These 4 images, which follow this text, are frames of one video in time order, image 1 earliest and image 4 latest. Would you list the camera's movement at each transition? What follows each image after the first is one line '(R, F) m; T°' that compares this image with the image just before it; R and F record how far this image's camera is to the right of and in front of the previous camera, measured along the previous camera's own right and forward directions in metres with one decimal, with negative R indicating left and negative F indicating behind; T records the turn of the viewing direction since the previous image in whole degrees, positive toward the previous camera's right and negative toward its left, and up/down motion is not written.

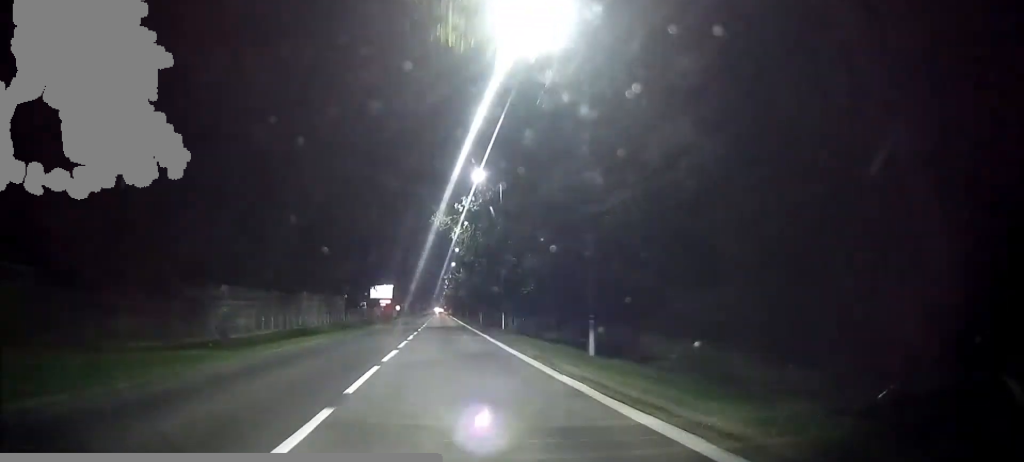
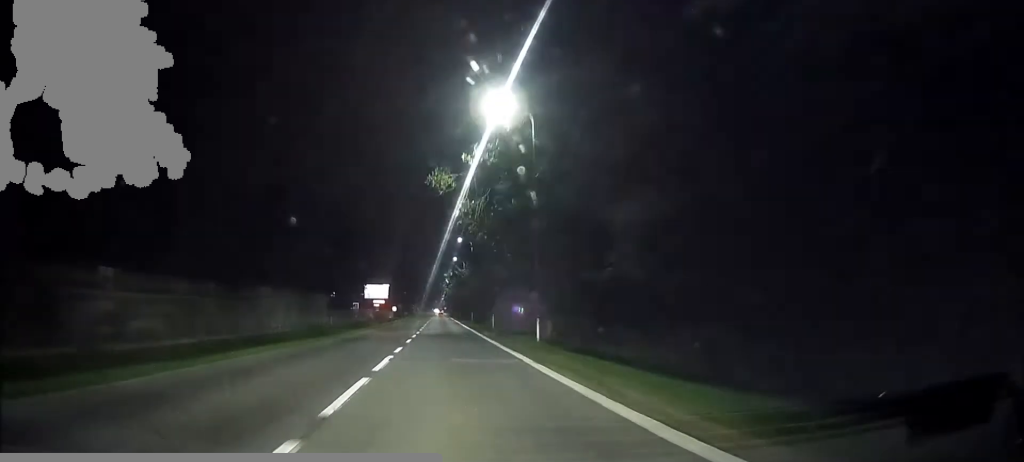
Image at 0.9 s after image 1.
(0.0, +13.9) m; 0°
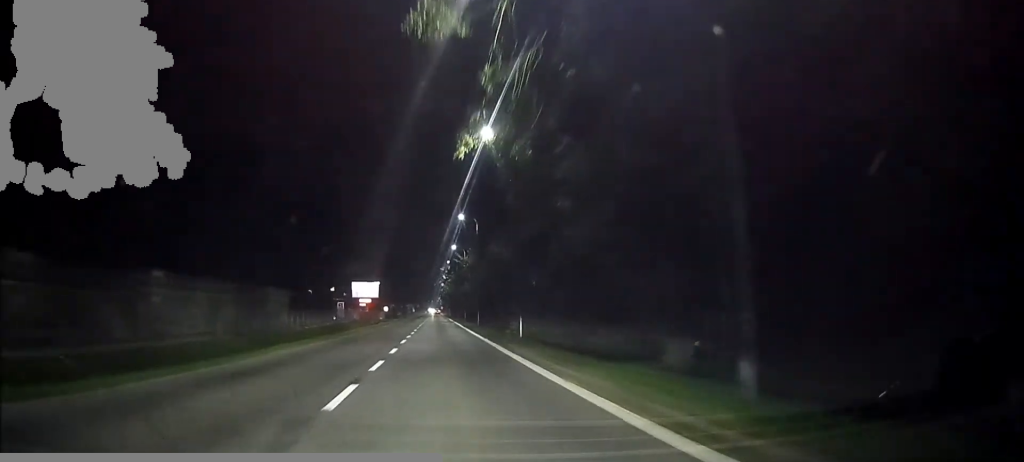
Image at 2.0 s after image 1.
(0.0, +17.6) m; 0°
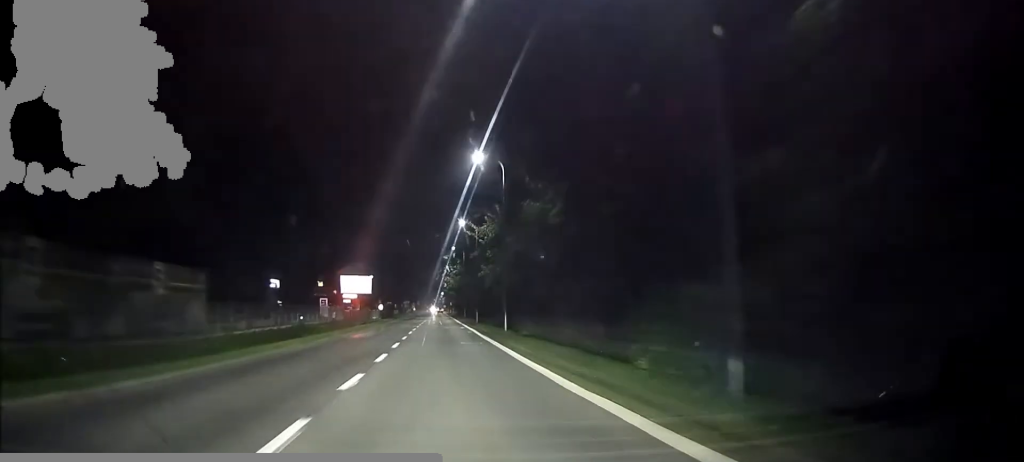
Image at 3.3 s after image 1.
(-0.1, +20.7) m; -1°
